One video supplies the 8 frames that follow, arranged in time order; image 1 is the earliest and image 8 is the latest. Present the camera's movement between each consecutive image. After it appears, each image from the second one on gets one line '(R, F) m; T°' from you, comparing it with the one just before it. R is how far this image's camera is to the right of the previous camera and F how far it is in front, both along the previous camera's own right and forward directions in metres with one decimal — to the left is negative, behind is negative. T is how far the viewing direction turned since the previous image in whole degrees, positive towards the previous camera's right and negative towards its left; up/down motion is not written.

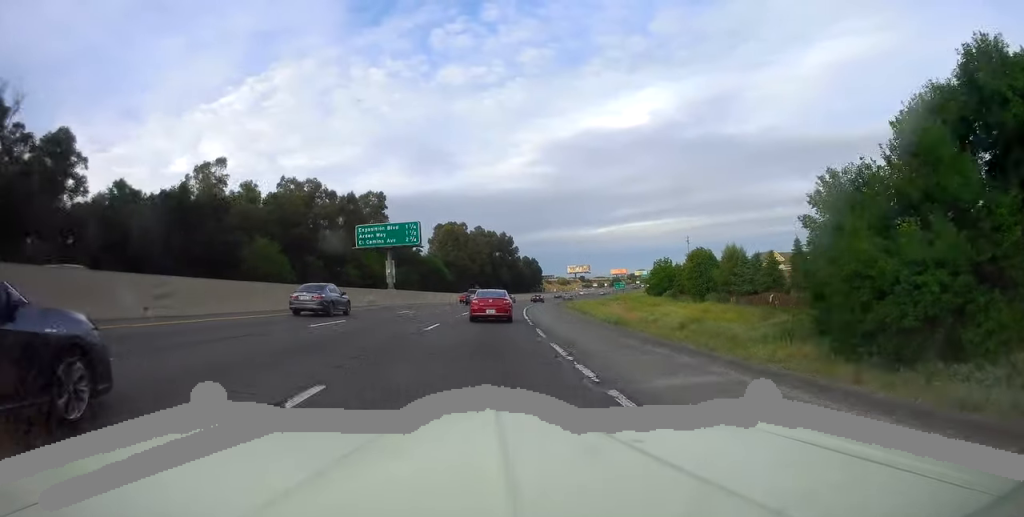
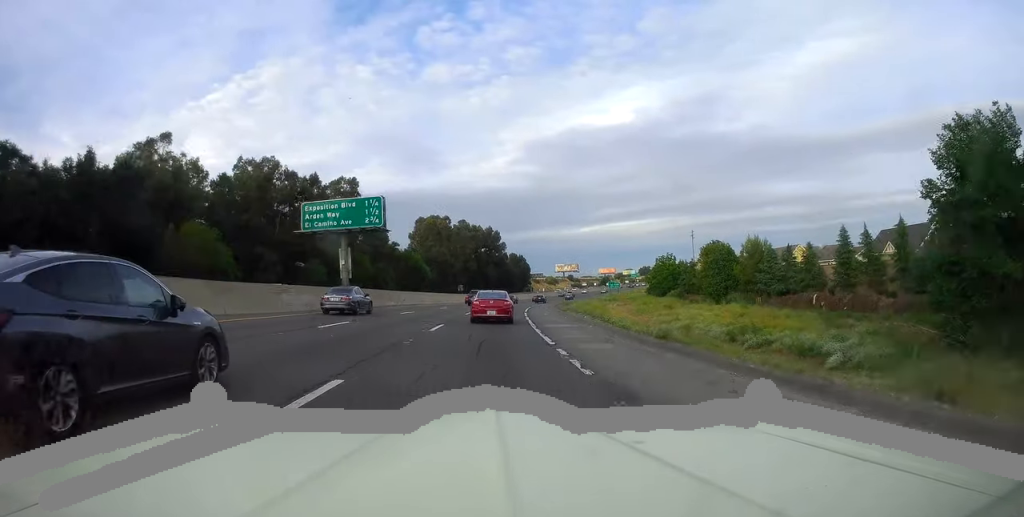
(+0.5, +14.8) m; +1°
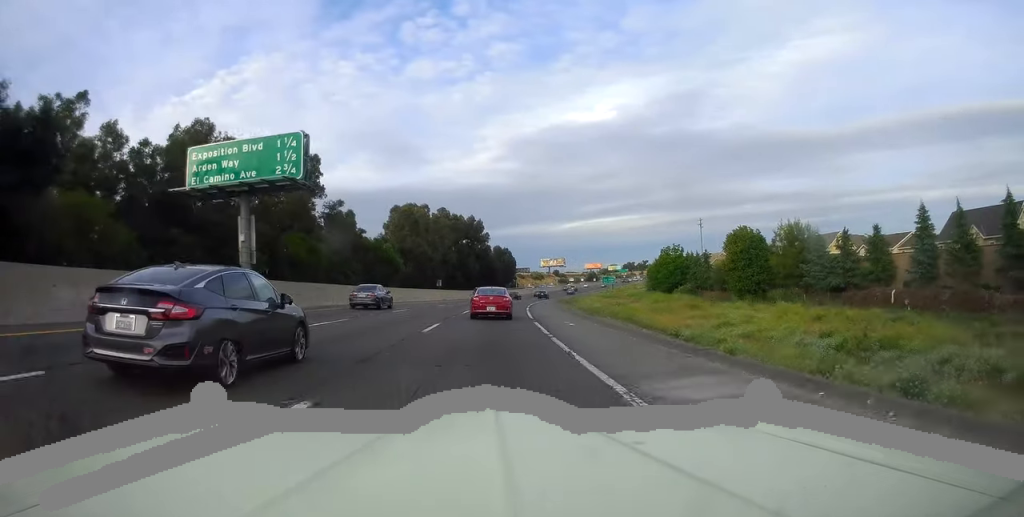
(+0.2, +17.5) m; +1°
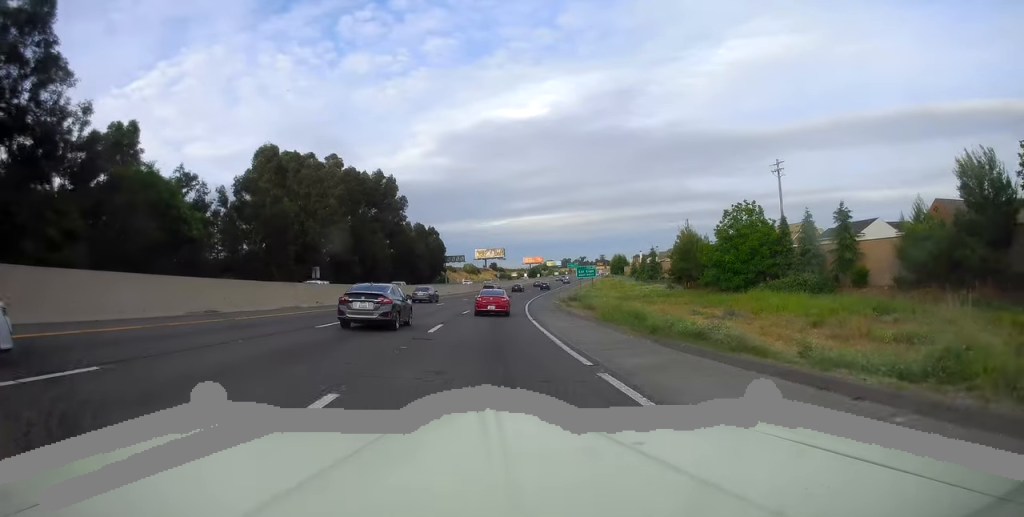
(+2.5, +62.7) m; +5°
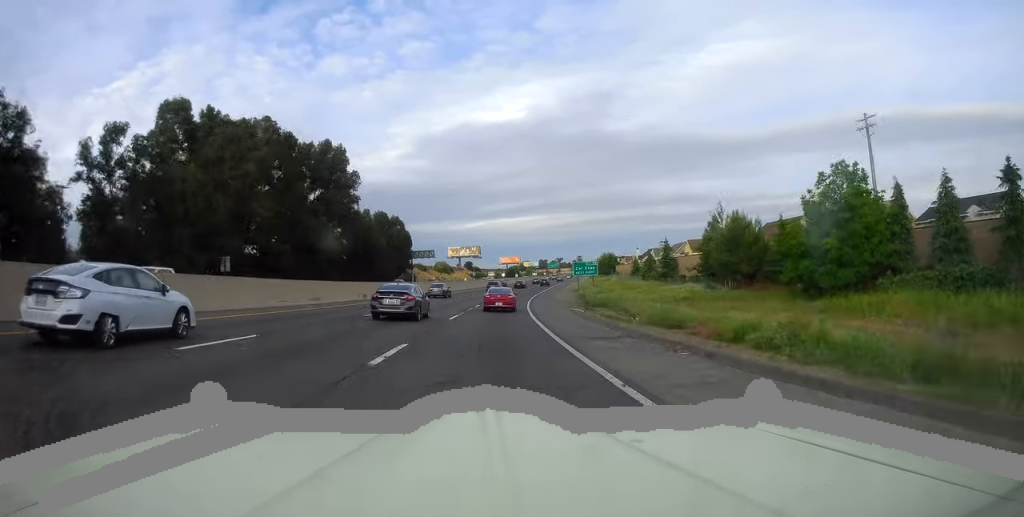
(+0.4, +24.5) m; +2°
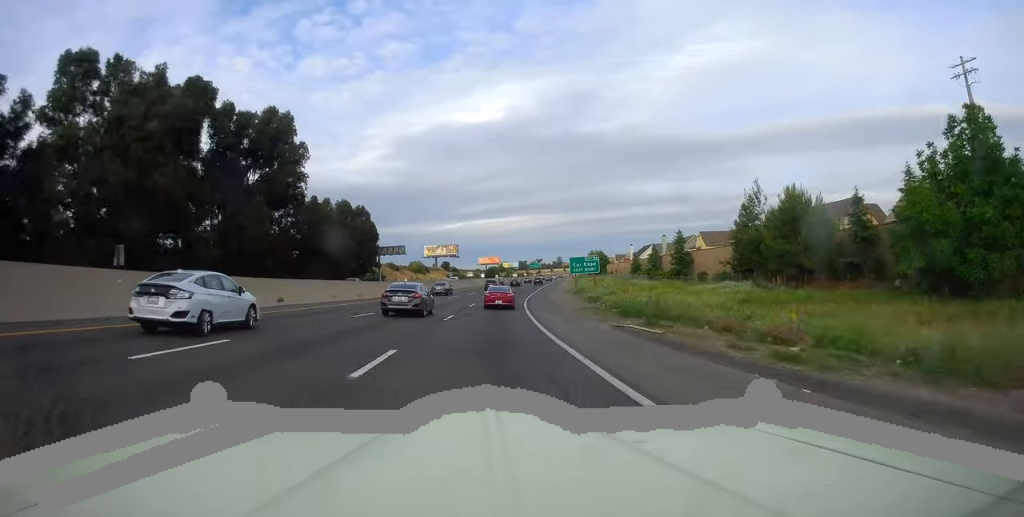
(+0.2, +16.9) m; +4°
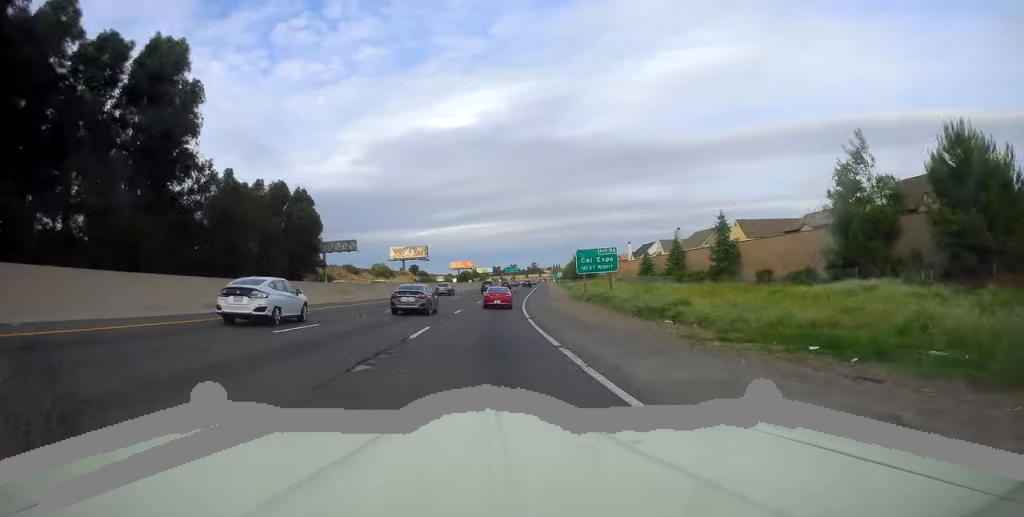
(+0.6, +23.5) m; +11°
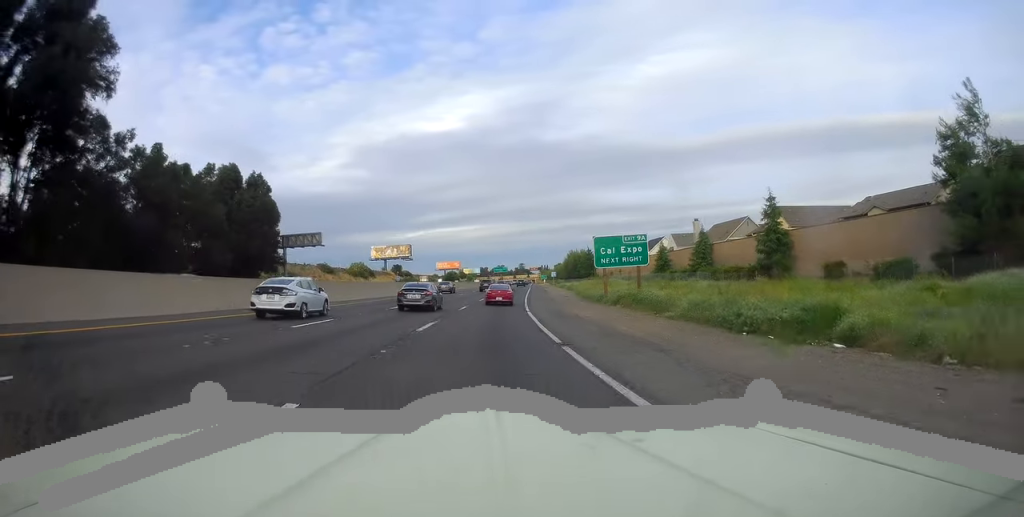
(+2.2, +14.1) m; +6°
